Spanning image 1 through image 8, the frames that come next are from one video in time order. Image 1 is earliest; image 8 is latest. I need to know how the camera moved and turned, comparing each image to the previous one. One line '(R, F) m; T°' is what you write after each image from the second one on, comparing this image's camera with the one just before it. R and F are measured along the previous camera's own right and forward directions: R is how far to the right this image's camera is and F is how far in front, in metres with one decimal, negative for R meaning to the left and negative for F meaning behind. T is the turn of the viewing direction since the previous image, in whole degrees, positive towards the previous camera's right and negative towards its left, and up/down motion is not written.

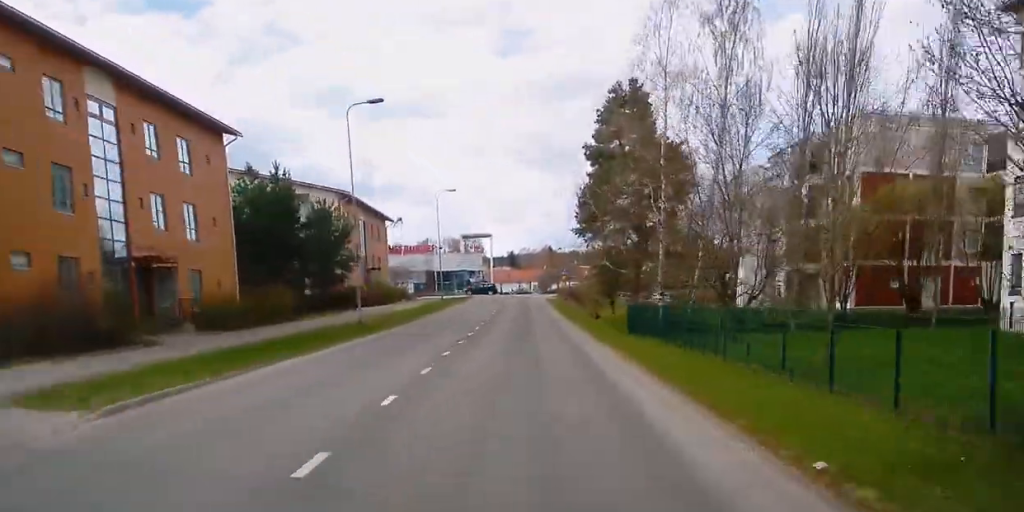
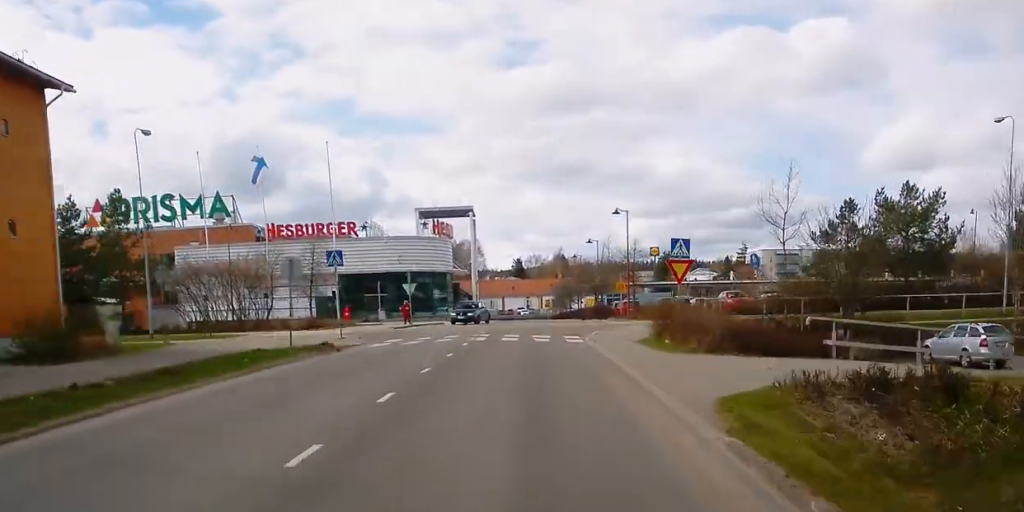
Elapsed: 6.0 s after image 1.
(-2.7, +62.7) m; -1°
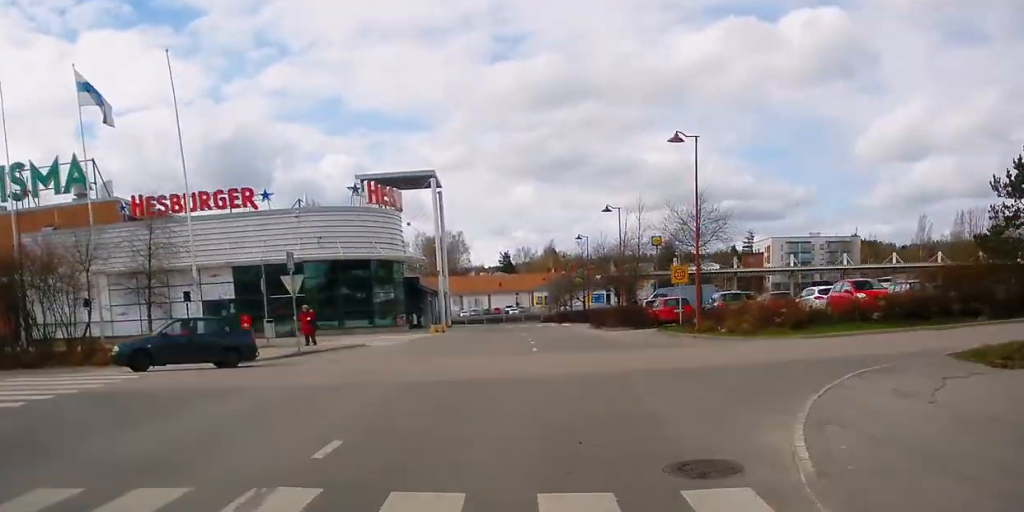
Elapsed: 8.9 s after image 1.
(+0.5, +21.5) m; +8°
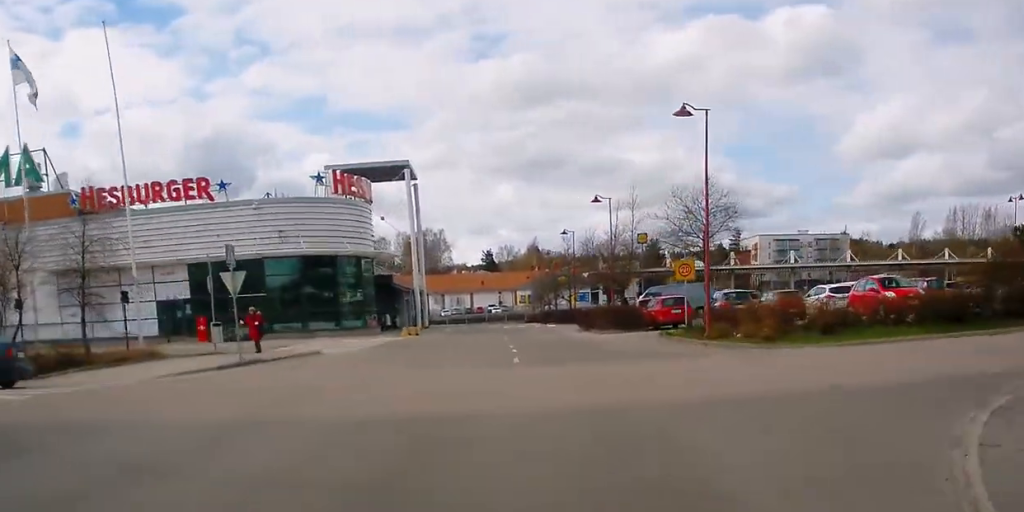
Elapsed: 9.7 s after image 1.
(+0.4, +5.1) m; +11°
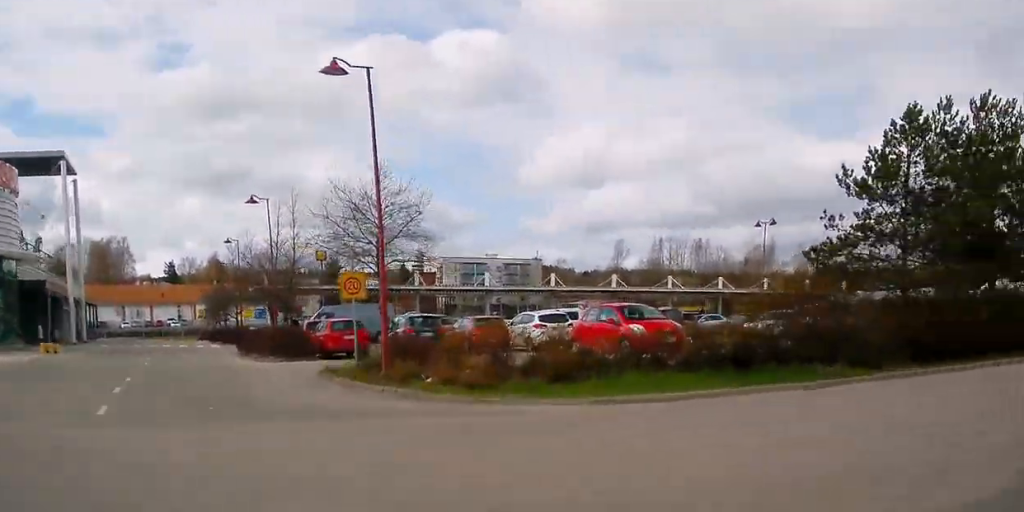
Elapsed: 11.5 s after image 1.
(+1.1, +9.0) m; +28°
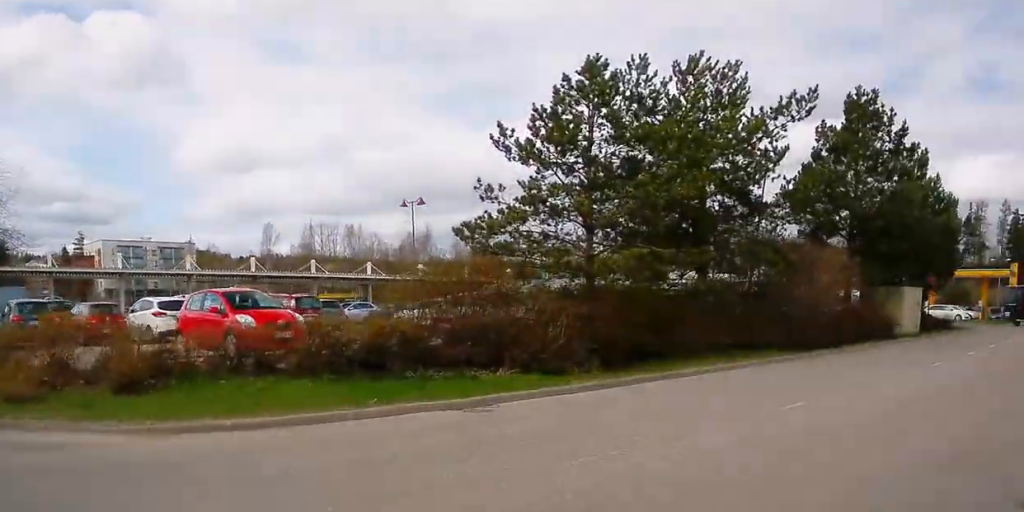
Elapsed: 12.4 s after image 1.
(+1.5, +5.0) m; +17°
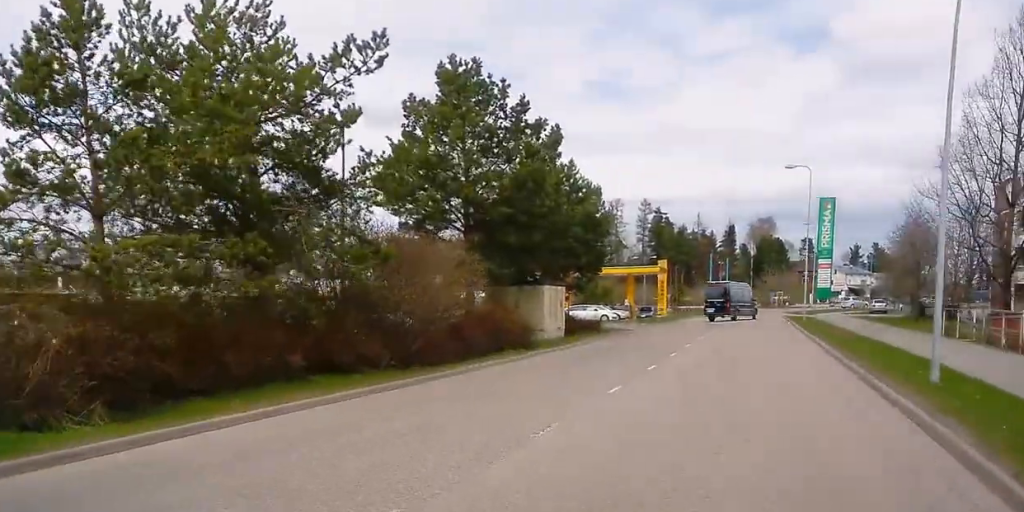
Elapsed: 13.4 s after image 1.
(+0.8, +5.8) m; +14°
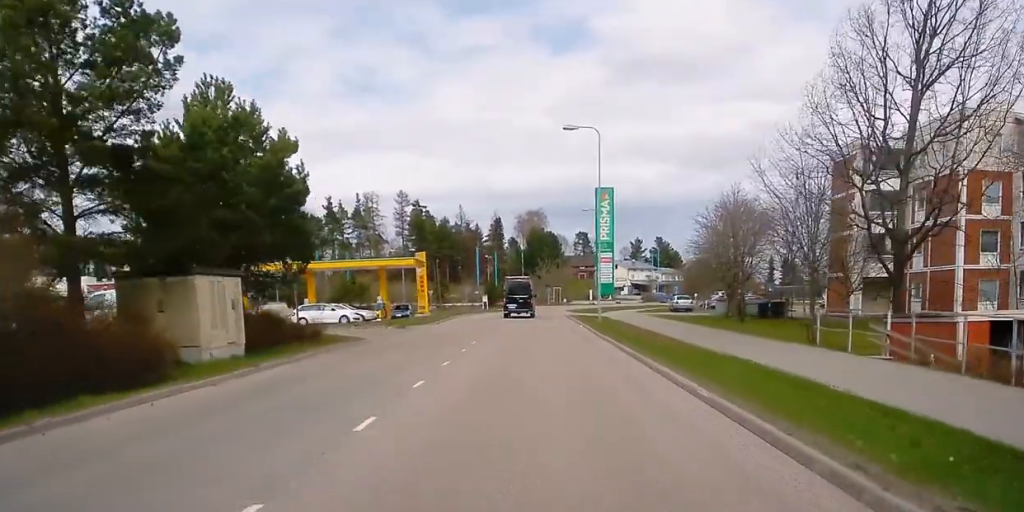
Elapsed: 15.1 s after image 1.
(+1.7, +11.6) m; +9°
